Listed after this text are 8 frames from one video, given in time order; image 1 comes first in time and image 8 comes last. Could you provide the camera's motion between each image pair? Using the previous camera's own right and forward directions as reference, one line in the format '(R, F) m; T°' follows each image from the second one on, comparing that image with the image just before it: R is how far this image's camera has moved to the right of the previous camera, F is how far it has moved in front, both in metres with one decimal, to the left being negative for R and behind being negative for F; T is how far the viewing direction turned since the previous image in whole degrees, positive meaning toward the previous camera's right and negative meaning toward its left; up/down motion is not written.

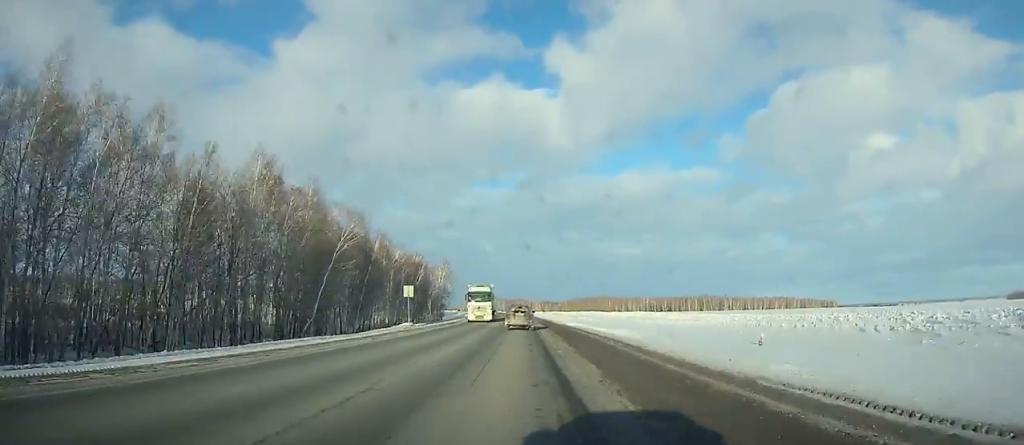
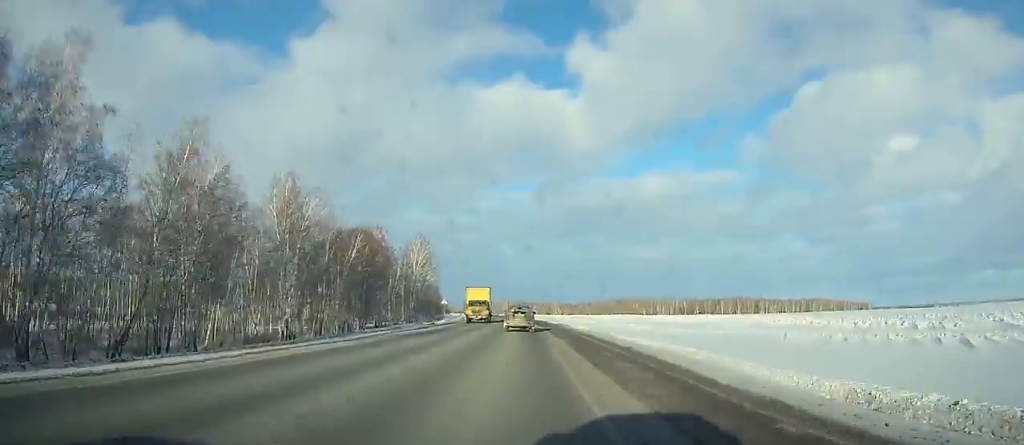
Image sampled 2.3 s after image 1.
(-1.1, +61.4) m; -2°
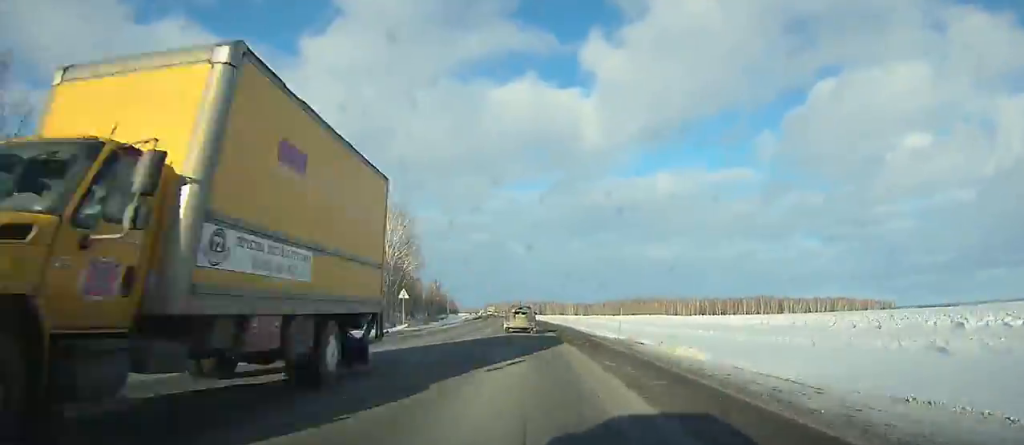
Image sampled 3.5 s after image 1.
(-0.4, +32.1) m; -1°
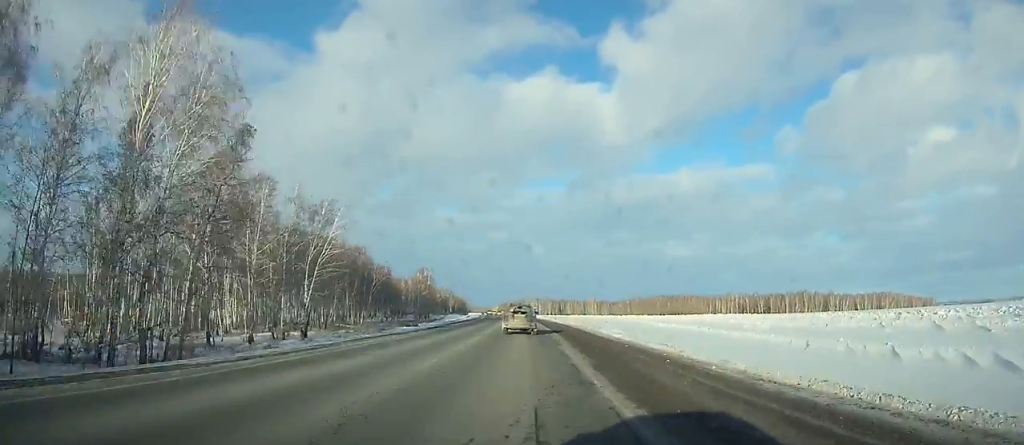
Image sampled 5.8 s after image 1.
(-0.8, +61.4) m; -2°
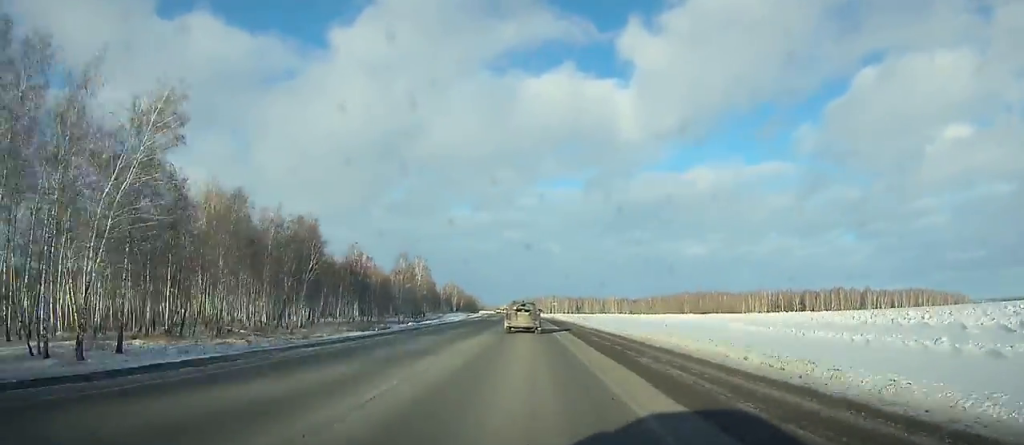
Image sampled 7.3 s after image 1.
(-0.8, +39.8) m; -1°
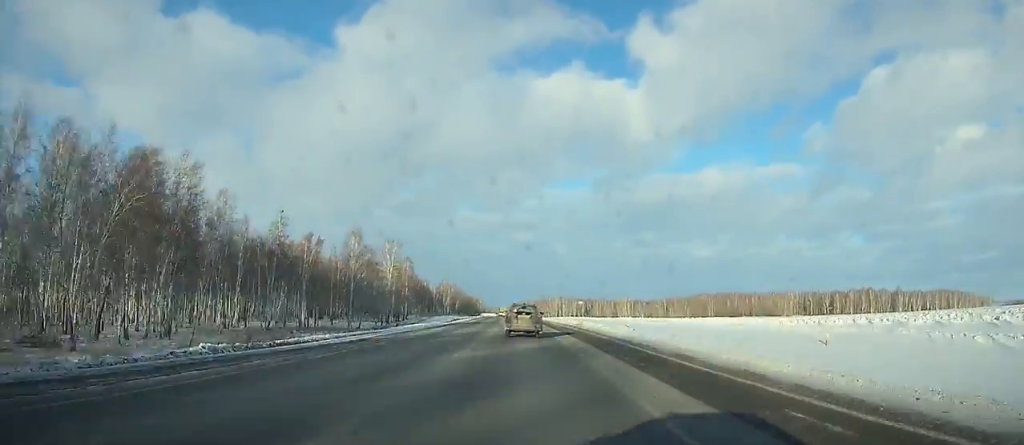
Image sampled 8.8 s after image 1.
(-0.1, +39.6) m; -1°
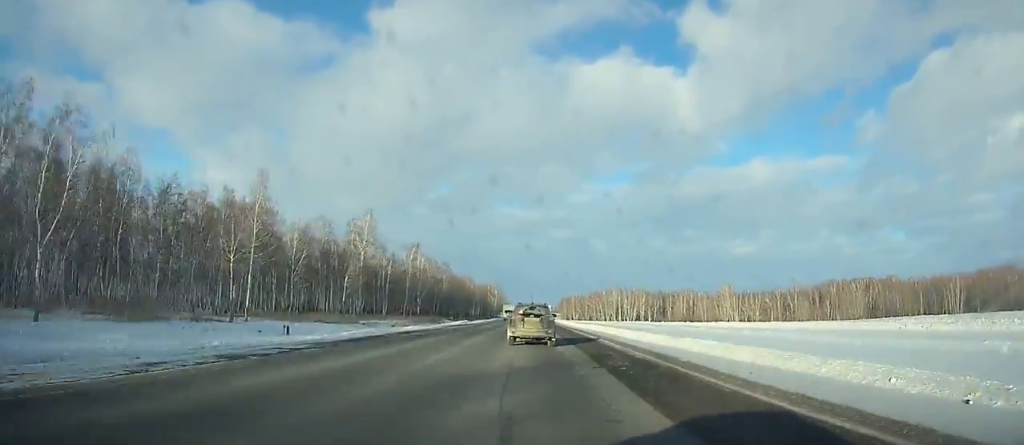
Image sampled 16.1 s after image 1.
(-6.3, +185.6) m; -3°
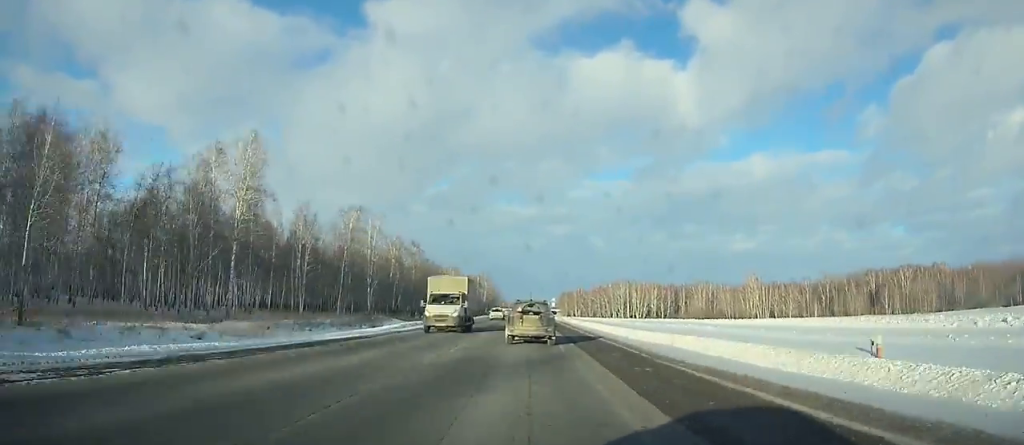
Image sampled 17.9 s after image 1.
(-0.1, +44.2) m; 0°
